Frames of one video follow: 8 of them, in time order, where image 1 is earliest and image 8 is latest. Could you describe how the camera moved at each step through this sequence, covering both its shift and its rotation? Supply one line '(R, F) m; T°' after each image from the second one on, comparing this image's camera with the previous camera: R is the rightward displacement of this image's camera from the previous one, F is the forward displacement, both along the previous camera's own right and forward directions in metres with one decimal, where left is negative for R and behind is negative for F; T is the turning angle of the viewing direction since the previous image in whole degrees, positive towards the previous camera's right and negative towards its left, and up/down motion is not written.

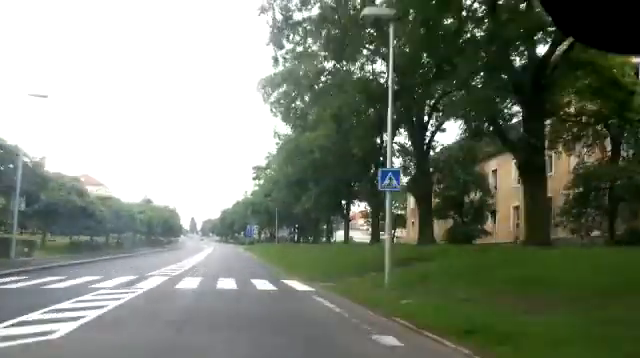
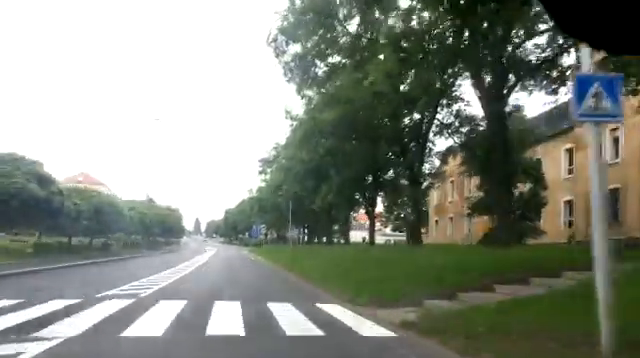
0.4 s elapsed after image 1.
(0.0, +6.6) m; 0°
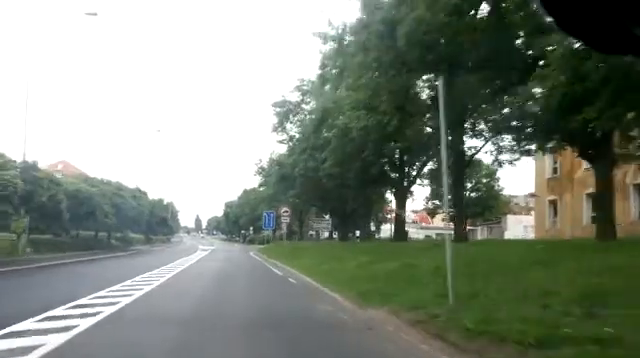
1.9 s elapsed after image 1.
(-0.2, +22.3) m; 0°
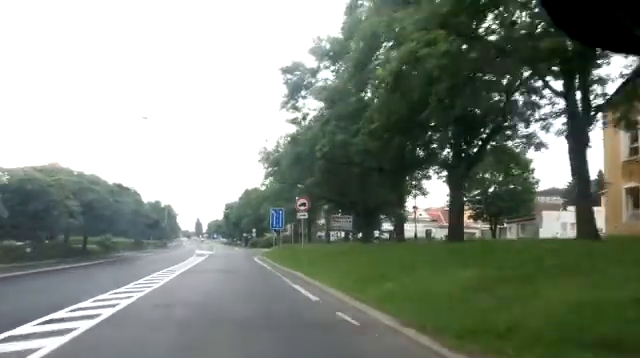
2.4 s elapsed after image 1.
(0.0, +8.0) m; 0°
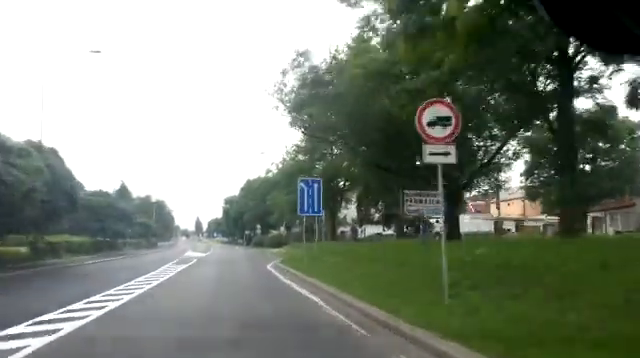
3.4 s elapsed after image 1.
(0.0, +16.6) m; -1°
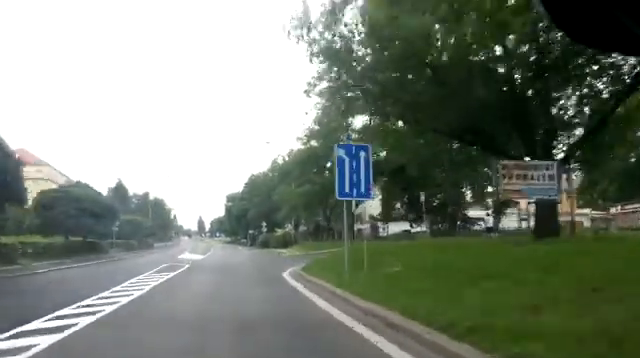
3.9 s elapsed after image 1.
(-0.1, +7.4) m; 0°
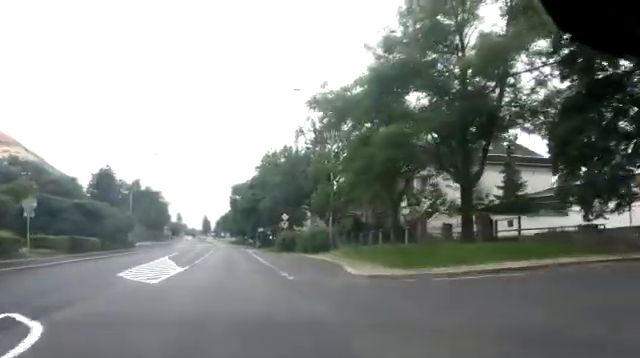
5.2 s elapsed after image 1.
(+0.1, +20.9) m; 0°
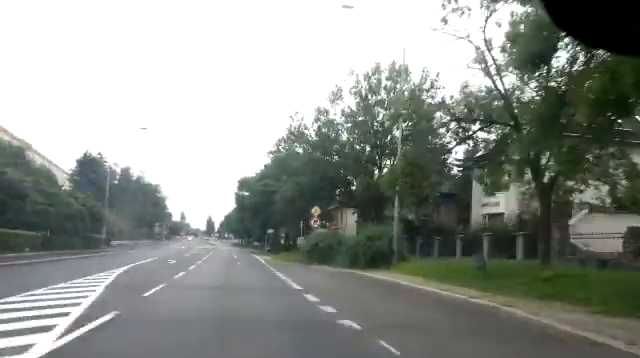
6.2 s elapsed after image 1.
(-0.2, +14.8) m; +1°
